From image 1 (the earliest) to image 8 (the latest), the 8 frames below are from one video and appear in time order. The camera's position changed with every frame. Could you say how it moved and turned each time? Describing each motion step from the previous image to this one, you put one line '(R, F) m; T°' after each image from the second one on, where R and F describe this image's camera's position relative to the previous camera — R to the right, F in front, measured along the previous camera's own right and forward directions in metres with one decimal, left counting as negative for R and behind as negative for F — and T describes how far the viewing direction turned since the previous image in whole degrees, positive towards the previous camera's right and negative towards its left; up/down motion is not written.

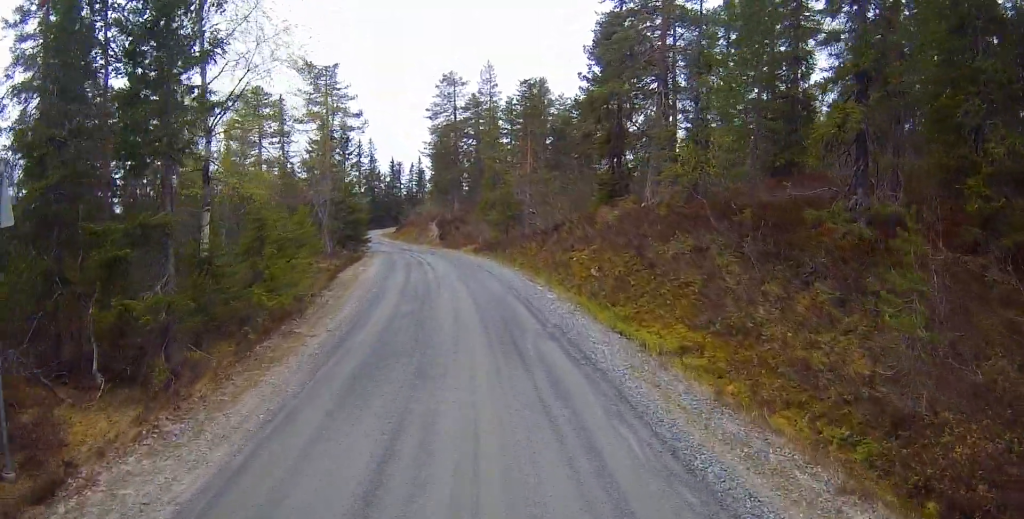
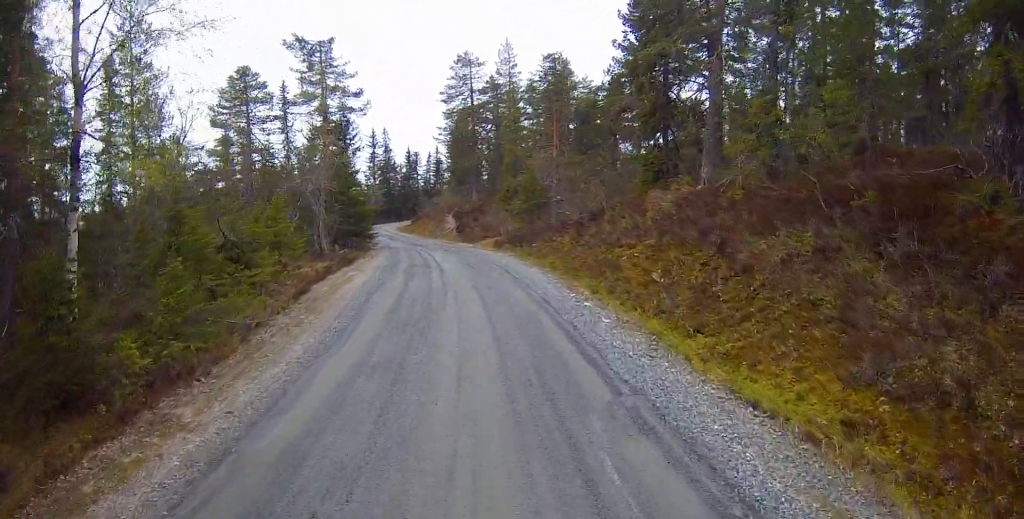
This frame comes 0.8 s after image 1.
(0.0, +5.4) m; -1°
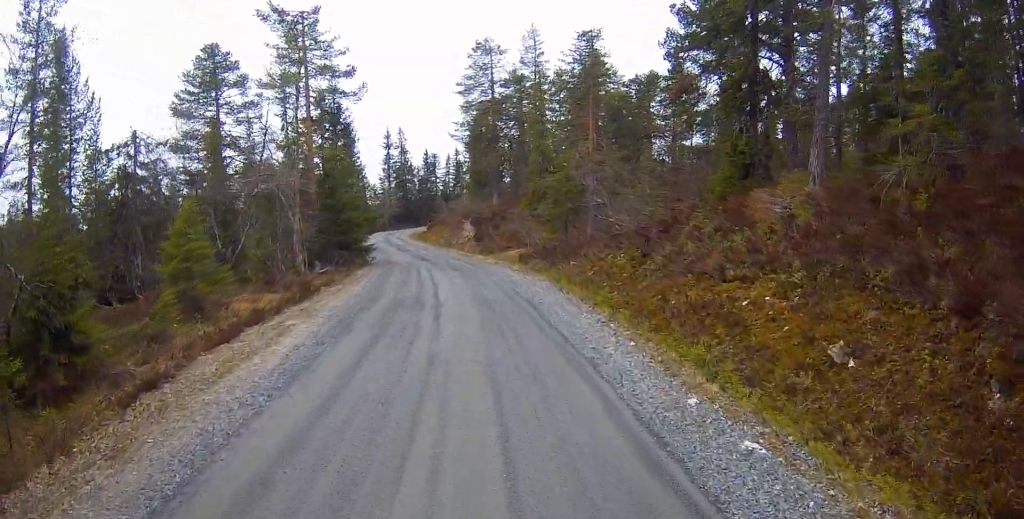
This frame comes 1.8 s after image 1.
(-0.2, +7.3) m; 0°
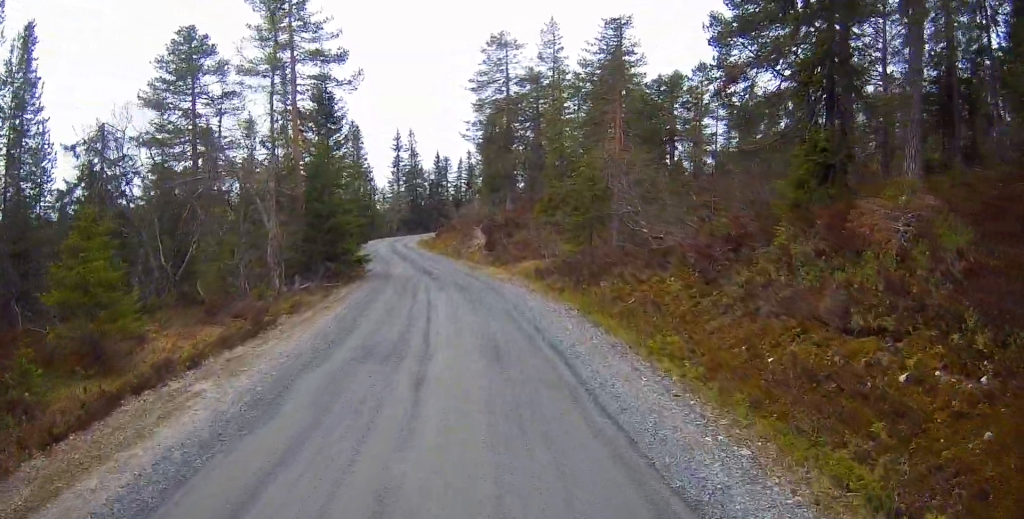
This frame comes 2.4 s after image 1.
(+0.2, +4.0) m; 0°
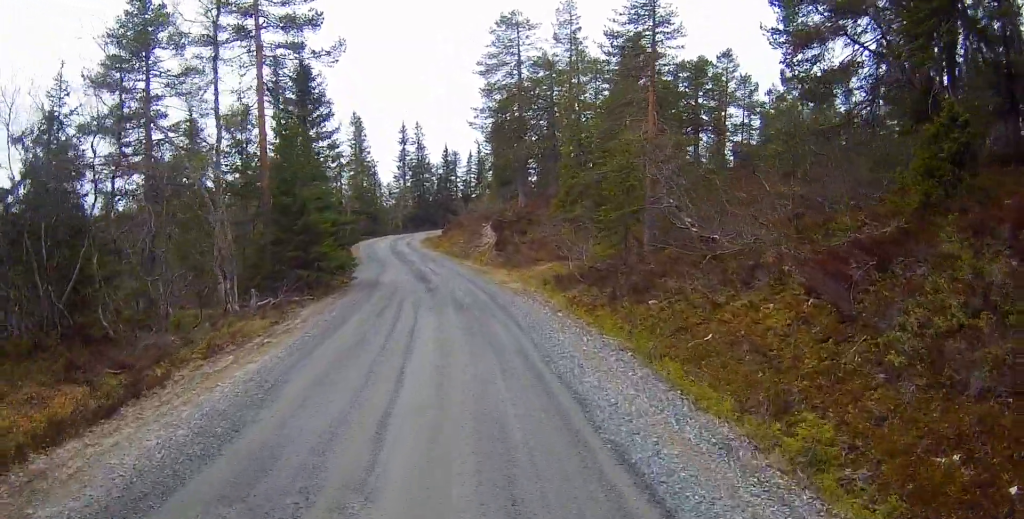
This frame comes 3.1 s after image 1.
(0.0, +4.7) m; -1°
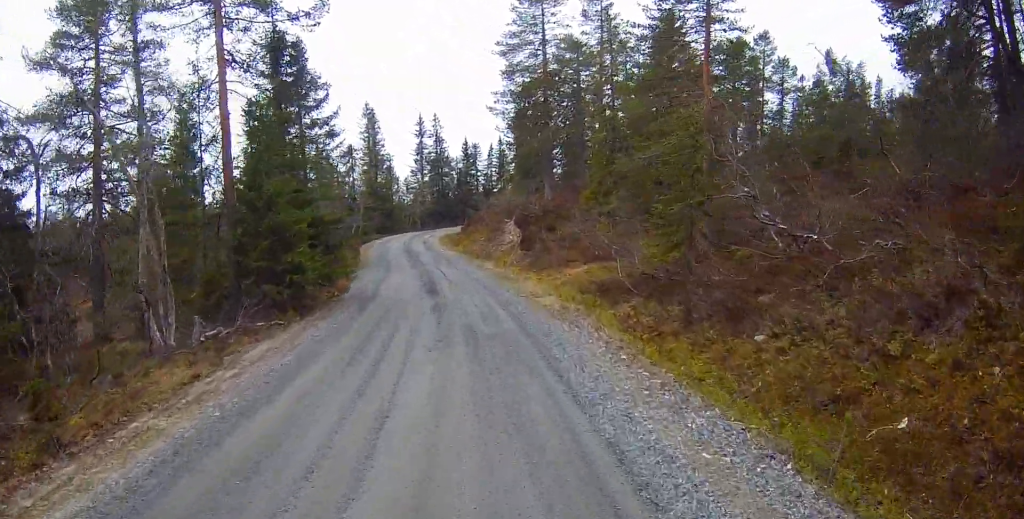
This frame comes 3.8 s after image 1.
(-0.1, +4.6) m; -2°
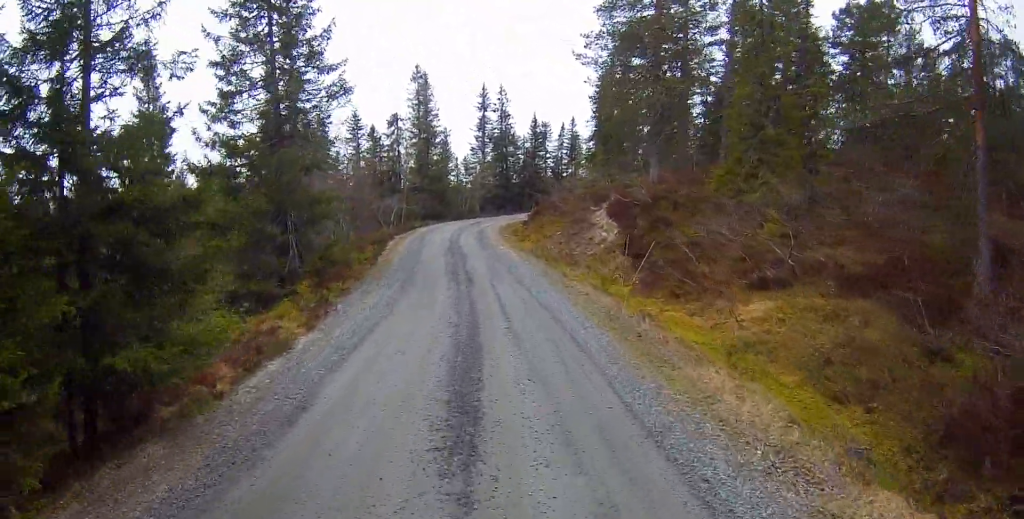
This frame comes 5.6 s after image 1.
(-1.1, +12.1) m; -9°
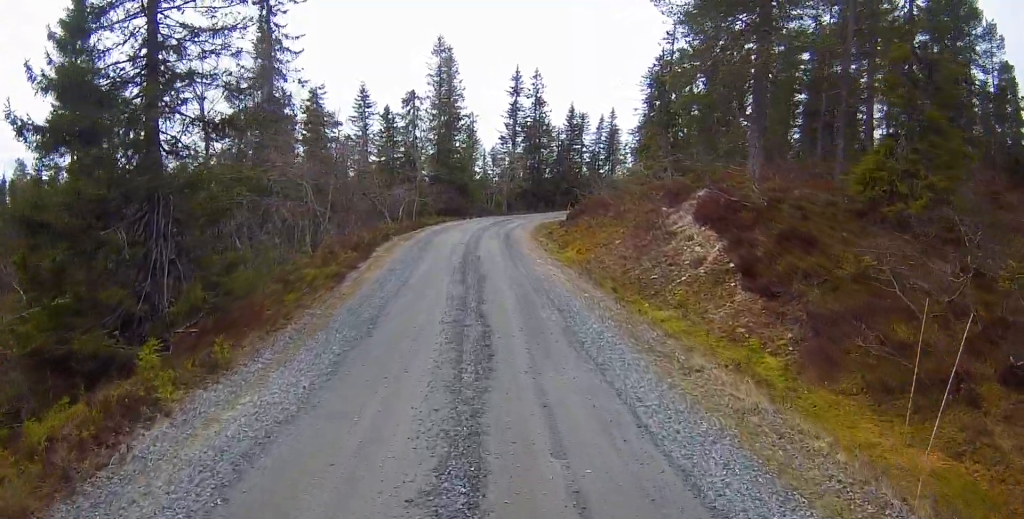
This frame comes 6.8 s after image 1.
(+0.1, +8.7) m; -1°
